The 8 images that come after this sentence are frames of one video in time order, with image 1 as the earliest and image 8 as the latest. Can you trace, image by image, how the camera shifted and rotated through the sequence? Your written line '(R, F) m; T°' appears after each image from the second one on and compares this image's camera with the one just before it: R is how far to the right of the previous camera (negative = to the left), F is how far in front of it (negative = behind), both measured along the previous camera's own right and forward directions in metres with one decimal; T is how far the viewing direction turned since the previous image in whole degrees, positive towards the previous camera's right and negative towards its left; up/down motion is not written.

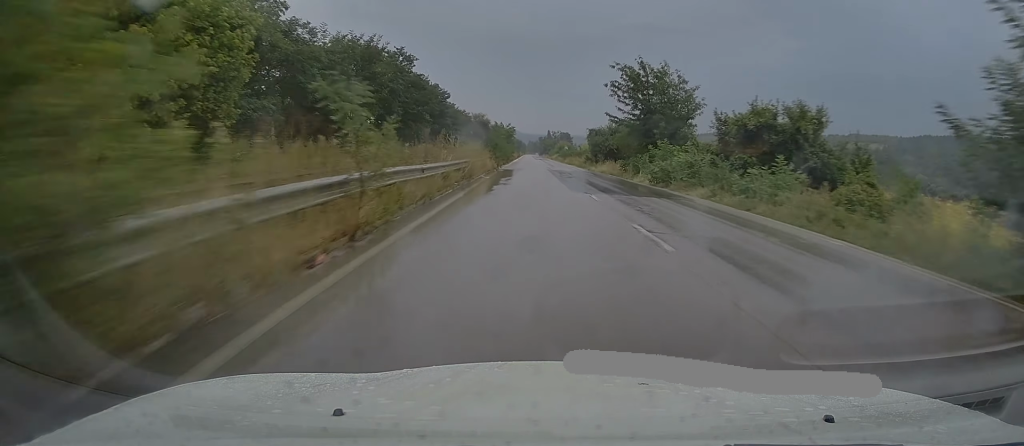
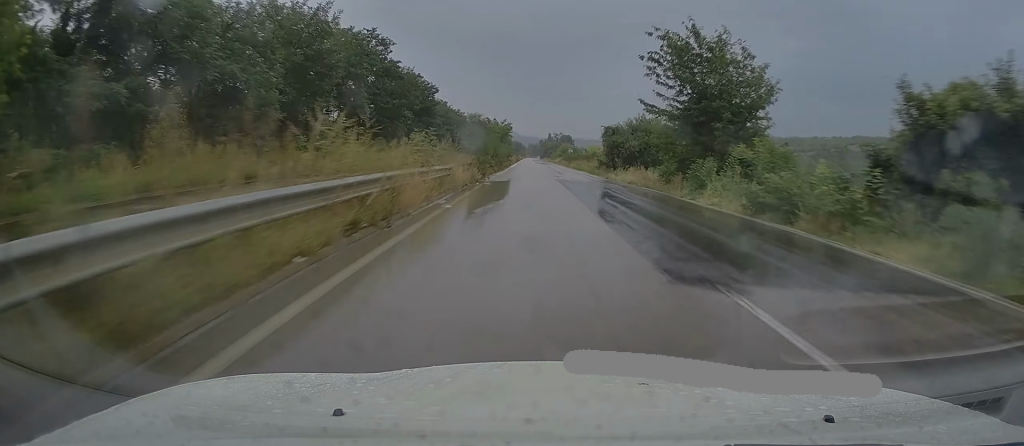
(0.0, +14.3) m; 0°
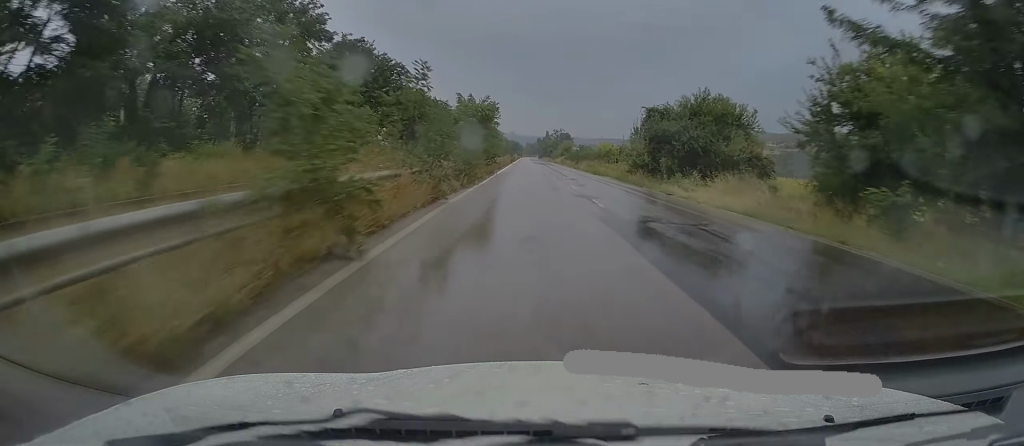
(0.0, +22.2) m; 0°
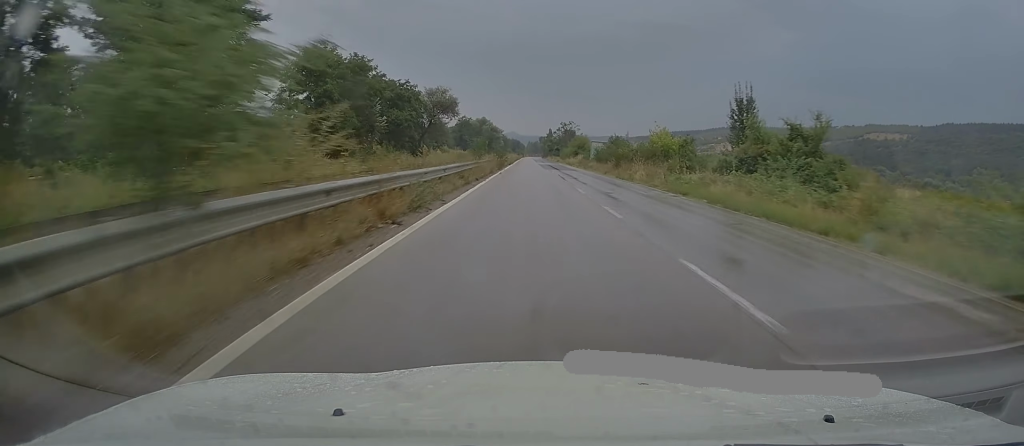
(0.0, +38.2) m; 0°
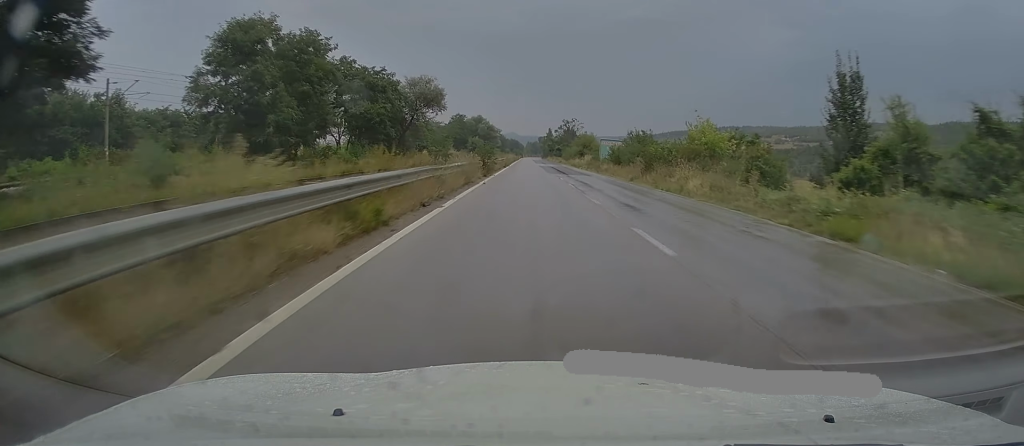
(-0.1, +13.9) m; +1°
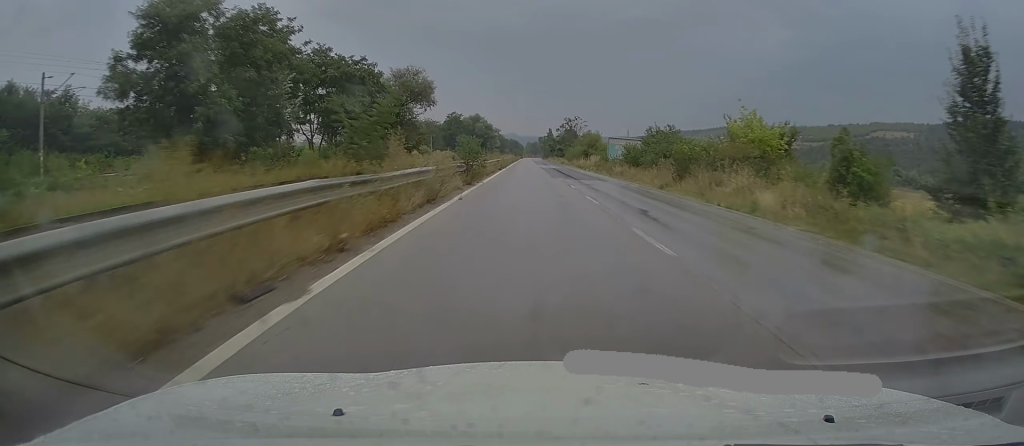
(+0.1, +8.9) m; 0°
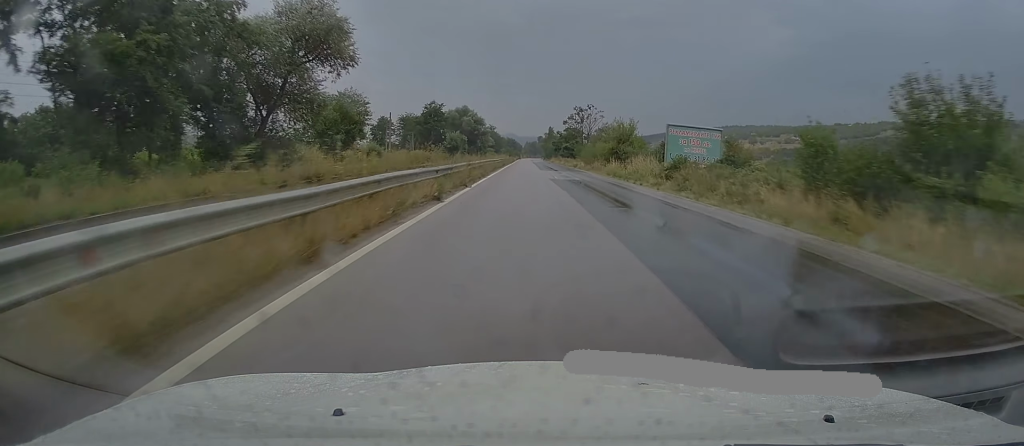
(-0.1, +33.6) m; 0°
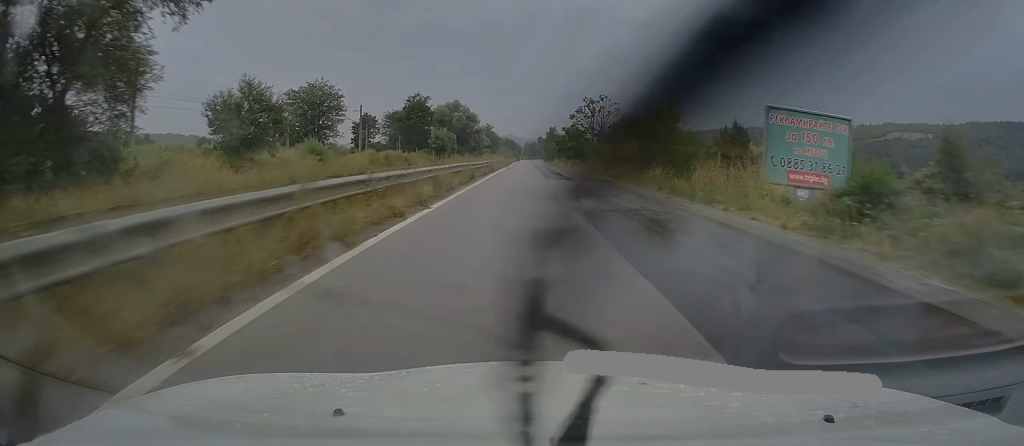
(+0.1, +19.1) m; 0°
